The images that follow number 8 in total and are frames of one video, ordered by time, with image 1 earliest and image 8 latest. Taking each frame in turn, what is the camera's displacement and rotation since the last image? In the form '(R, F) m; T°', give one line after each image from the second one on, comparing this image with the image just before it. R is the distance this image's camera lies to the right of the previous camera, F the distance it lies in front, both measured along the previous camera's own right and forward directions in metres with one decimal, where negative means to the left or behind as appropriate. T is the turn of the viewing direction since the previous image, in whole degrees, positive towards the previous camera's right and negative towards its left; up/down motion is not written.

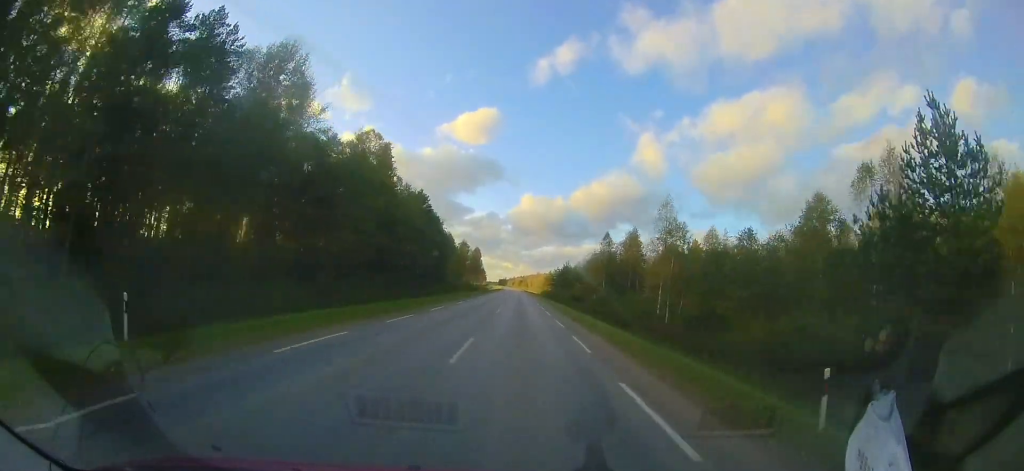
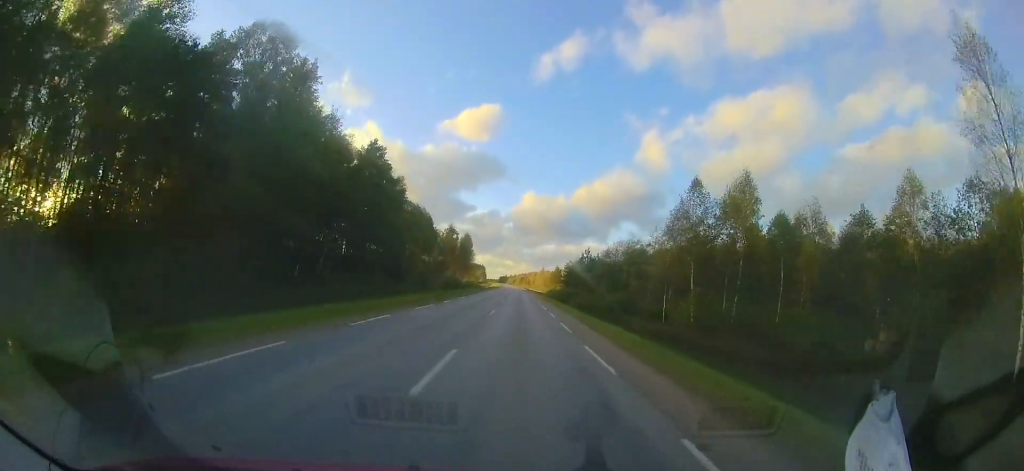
(0.0, +26.5) m; -1°
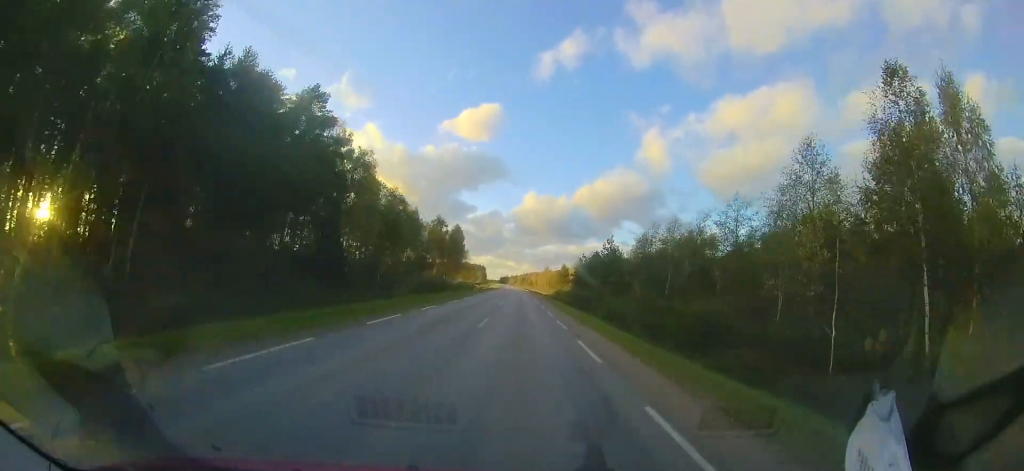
(-0.4, +16.9) m; 0°
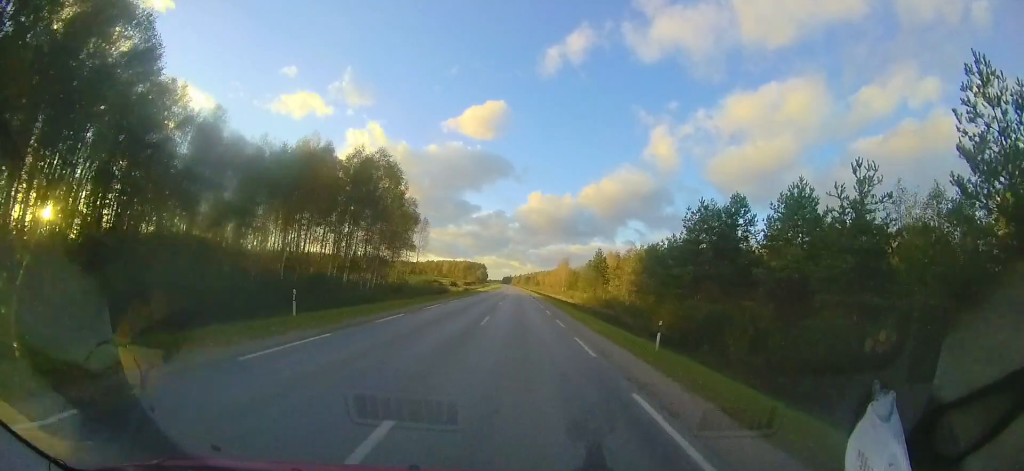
(+0.7, +47.8) m; +2°
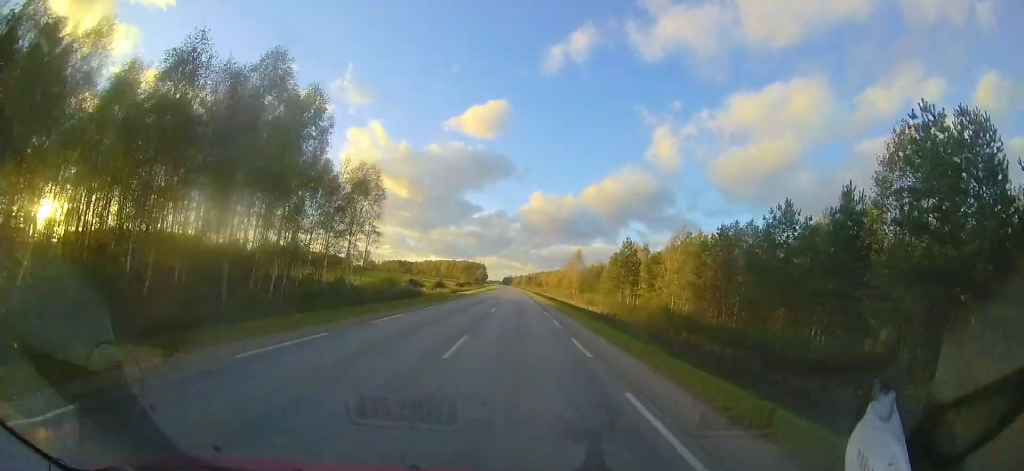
(+0.3, +17.5) m; 0°
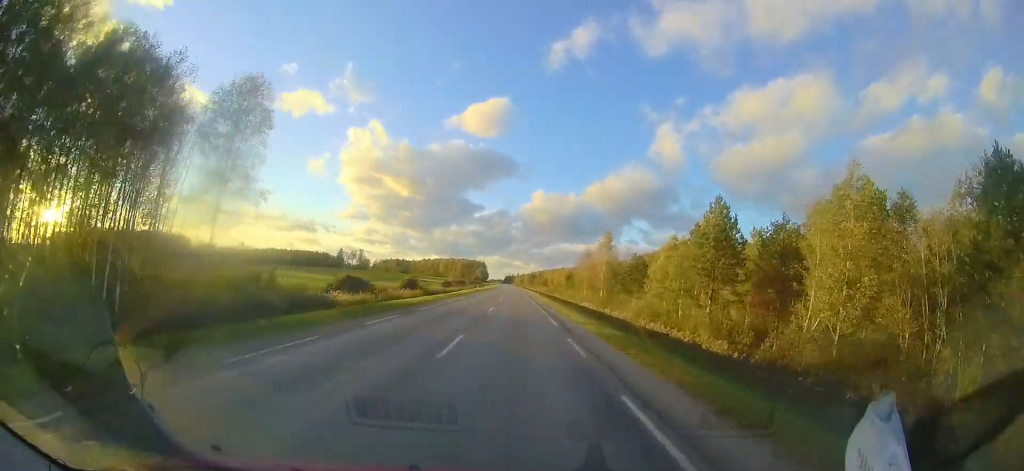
(-0.3, +24.3) m; -1°
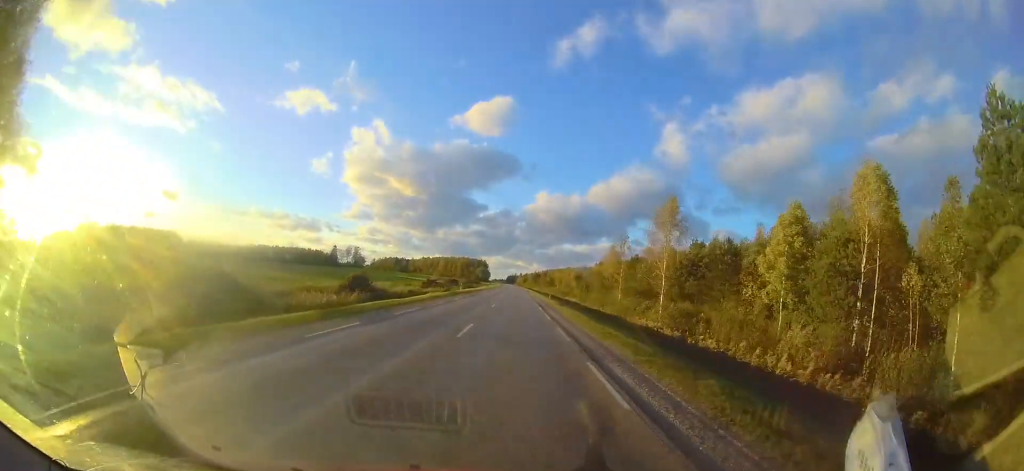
(+0.1, +21.7) m; 0°
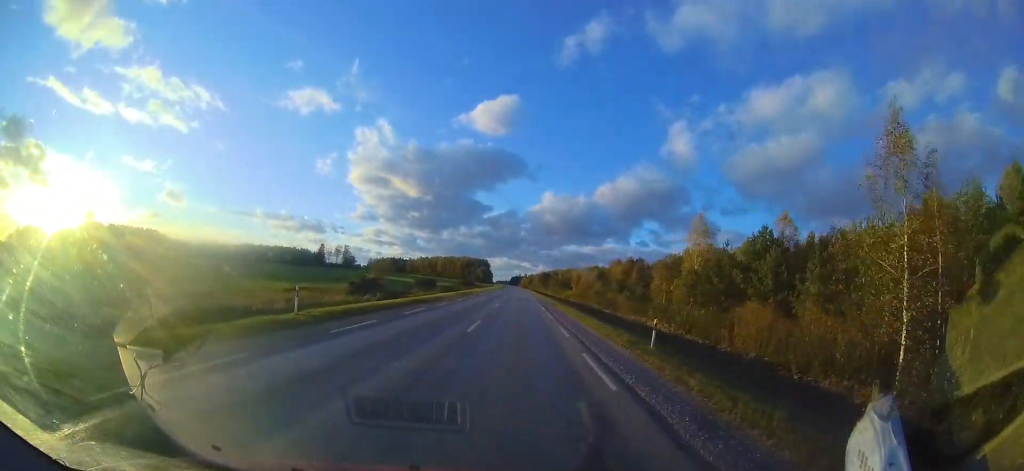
(-0.3, +35.6) m; 0°
